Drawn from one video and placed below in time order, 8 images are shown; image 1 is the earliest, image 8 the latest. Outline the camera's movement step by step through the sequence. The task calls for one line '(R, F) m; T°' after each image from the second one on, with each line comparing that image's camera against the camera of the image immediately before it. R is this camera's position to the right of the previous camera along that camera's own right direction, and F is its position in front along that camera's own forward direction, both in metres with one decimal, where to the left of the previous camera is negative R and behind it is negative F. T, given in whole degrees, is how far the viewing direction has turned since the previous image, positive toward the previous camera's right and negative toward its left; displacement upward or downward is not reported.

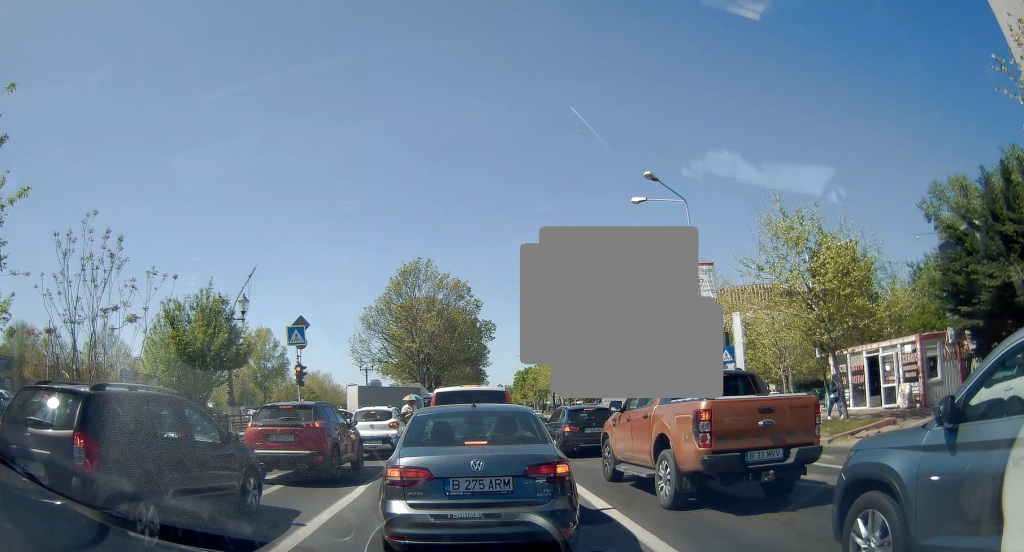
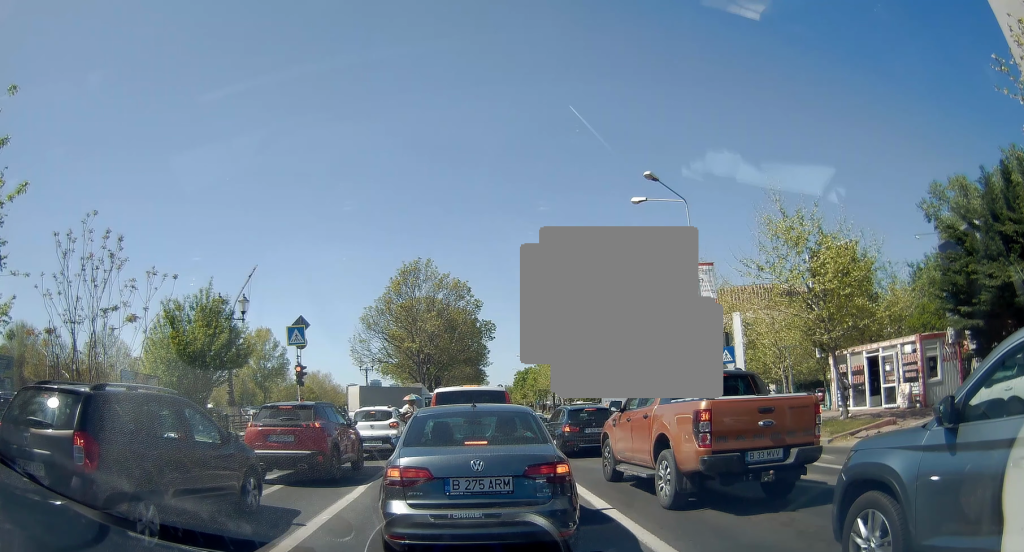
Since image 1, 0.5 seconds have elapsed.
(0.0, 0.0) m; 0°
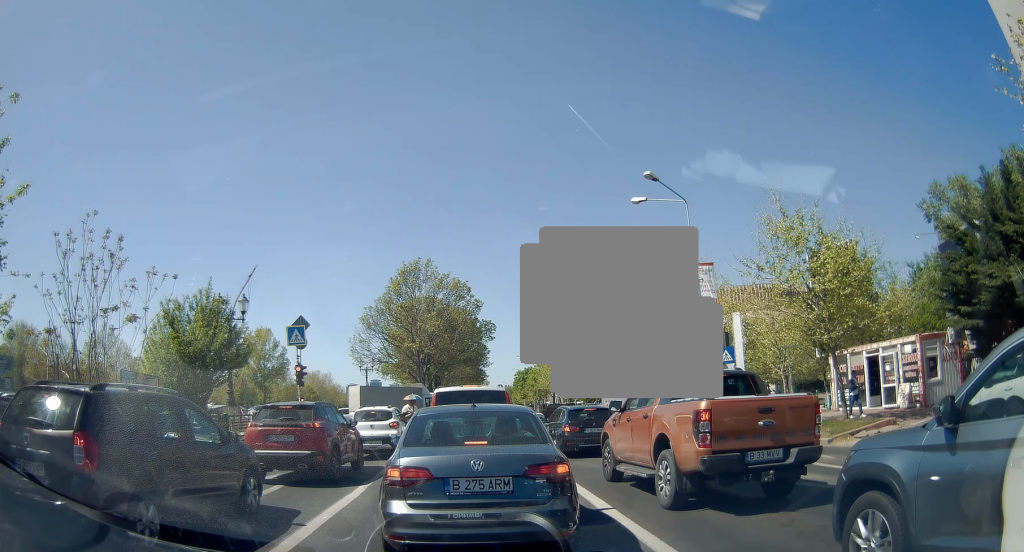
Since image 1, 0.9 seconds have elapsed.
(0.0, 0.0) m; 0°
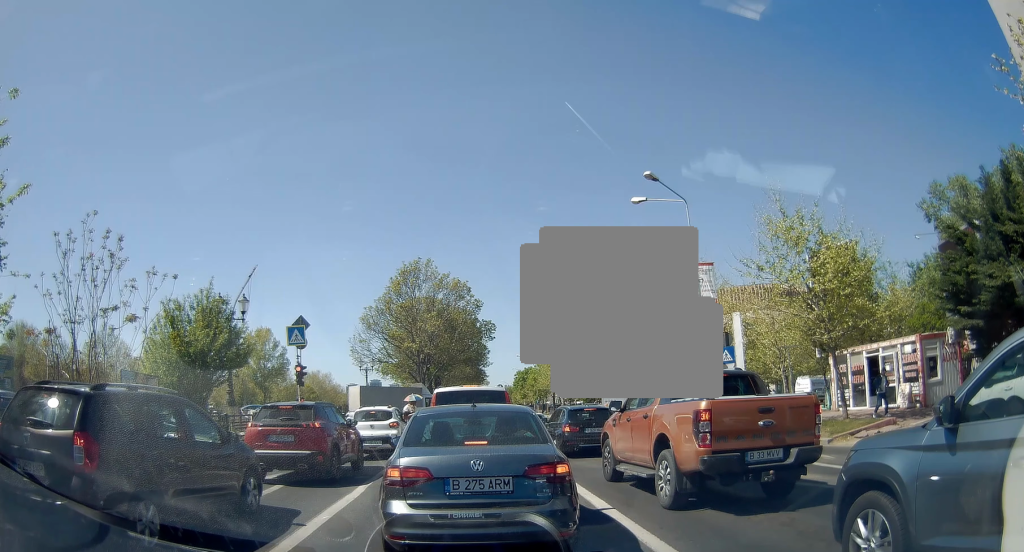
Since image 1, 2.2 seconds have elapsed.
(0.0, 0.0) m; 0°
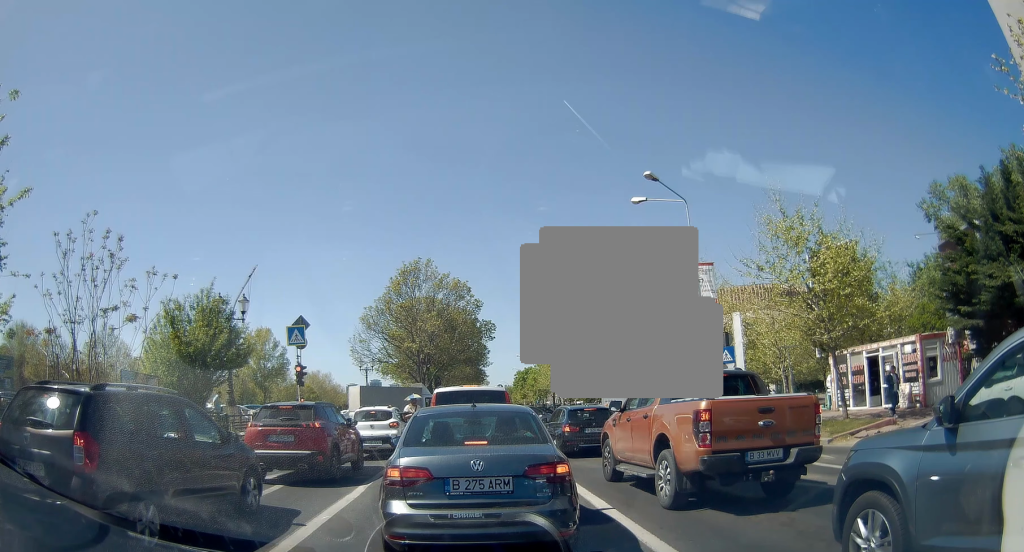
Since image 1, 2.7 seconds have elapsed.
(0.0, 0.0) m; 0°
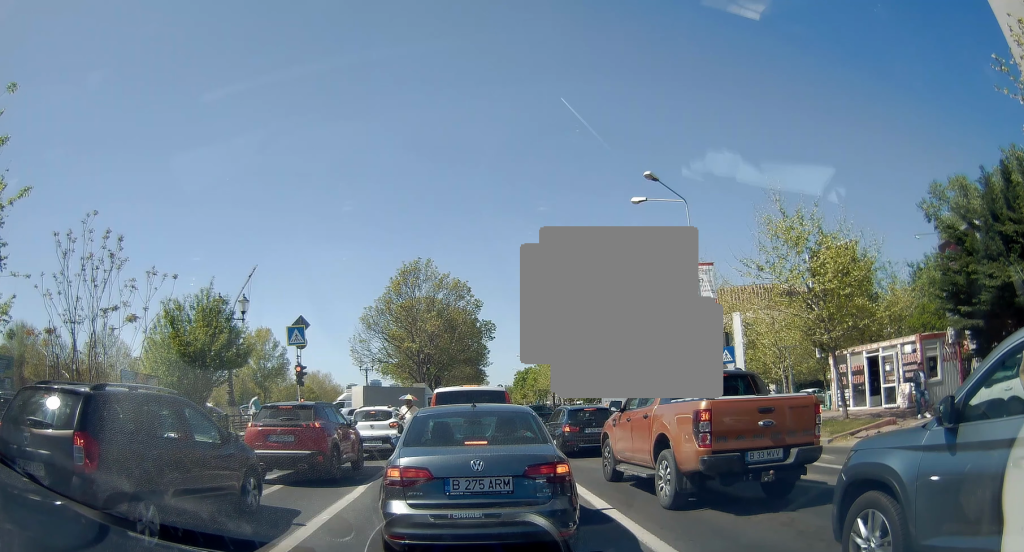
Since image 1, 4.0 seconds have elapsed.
(0.0, 0.0) m; 0°
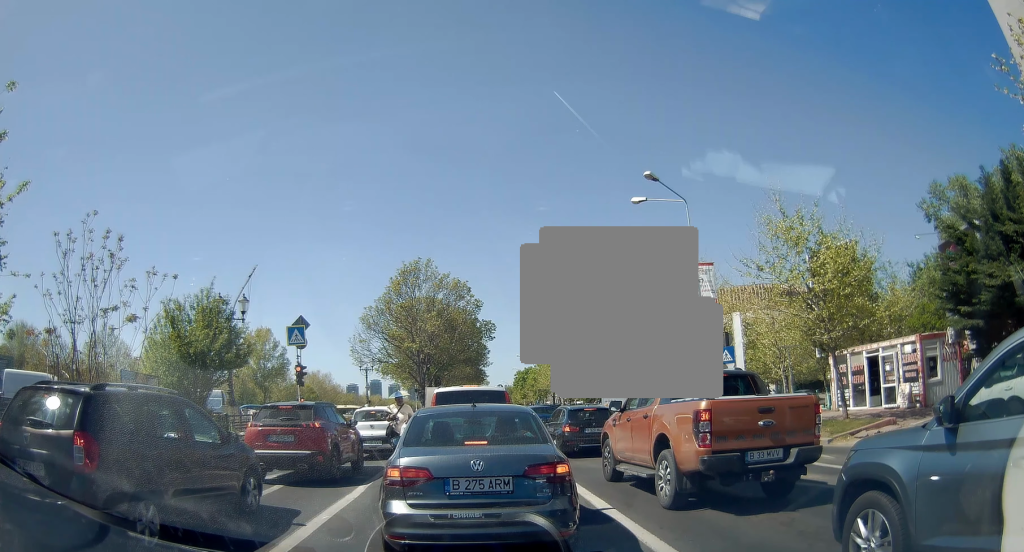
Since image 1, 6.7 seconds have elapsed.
(0.0, 0.0) m; 0°
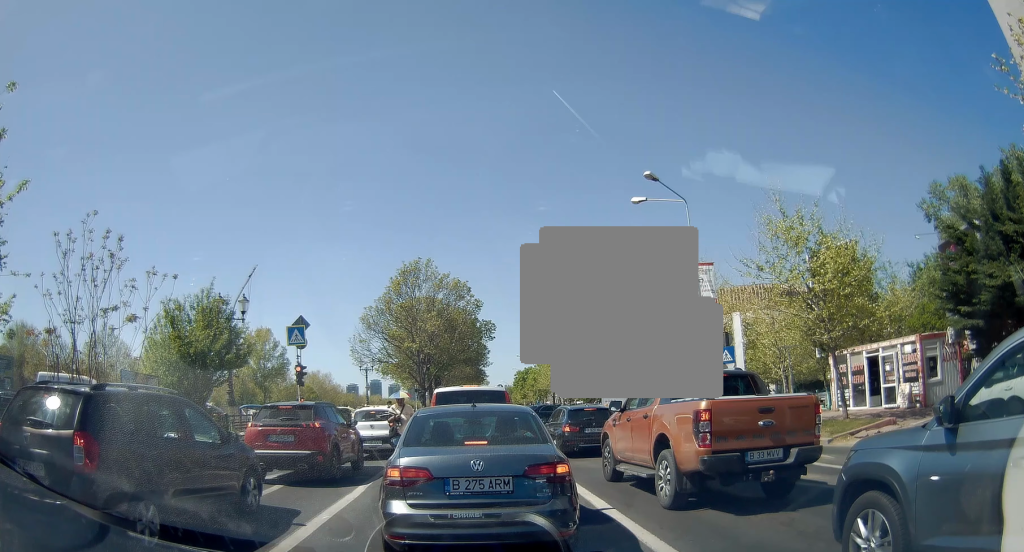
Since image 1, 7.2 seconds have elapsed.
(0.0, 0.0) m; 0°
